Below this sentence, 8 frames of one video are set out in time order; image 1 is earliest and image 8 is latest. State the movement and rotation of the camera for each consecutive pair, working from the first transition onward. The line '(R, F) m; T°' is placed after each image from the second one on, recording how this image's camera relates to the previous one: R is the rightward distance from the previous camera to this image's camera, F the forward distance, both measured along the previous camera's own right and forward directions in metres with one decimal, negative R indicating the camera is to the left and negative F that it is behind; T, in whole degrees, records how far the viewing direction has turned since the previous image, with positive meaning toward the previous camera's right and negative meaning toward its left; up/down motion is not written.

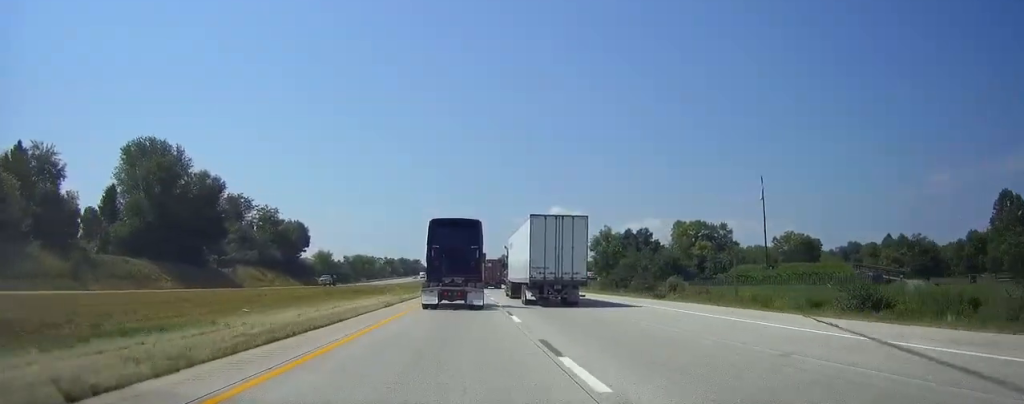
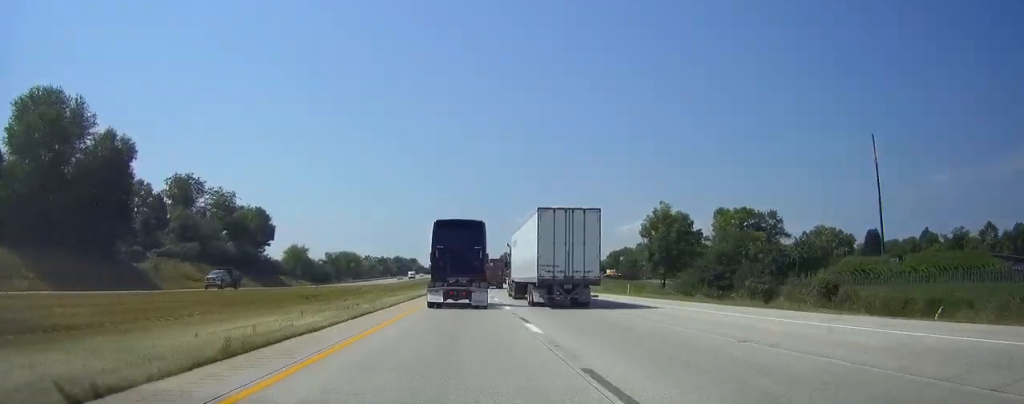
(0.0, +28.6) m; 0°
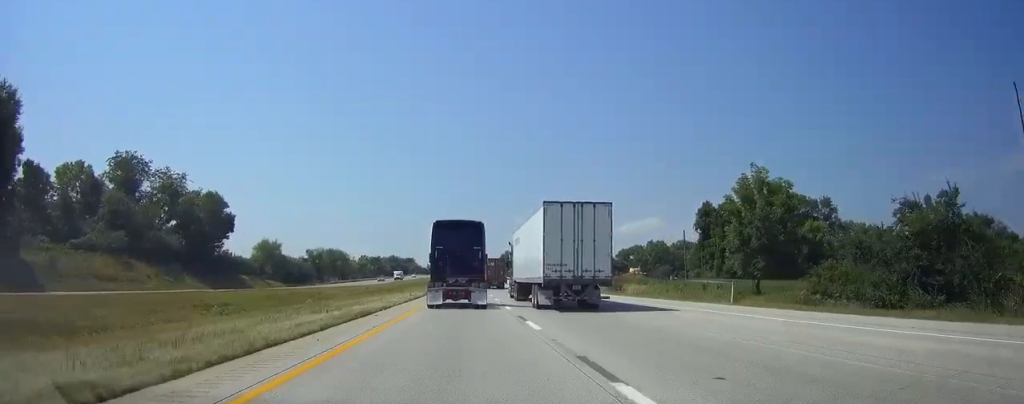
(0.0, +22.8) m; 0°
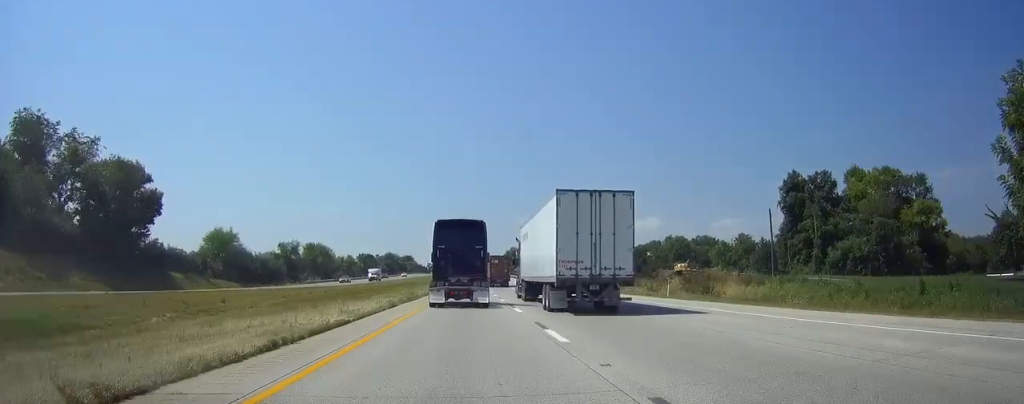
(0.0, +27.9) m; 0°
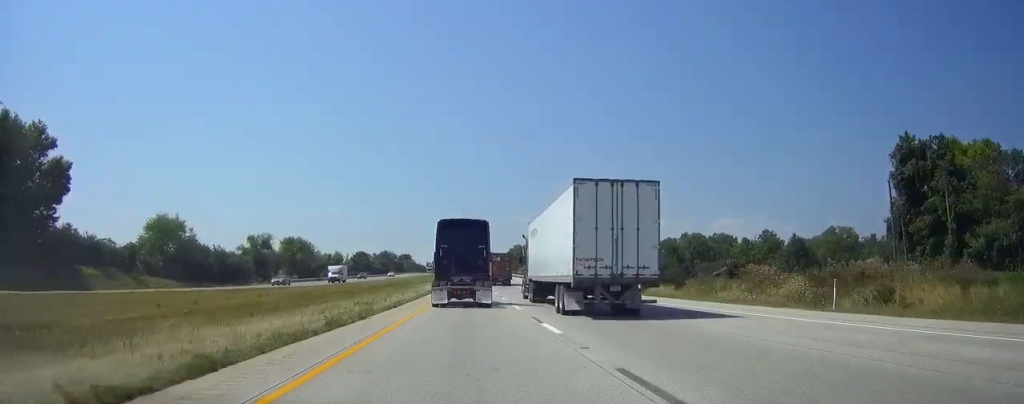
(0.0, +22.0) m; 0°
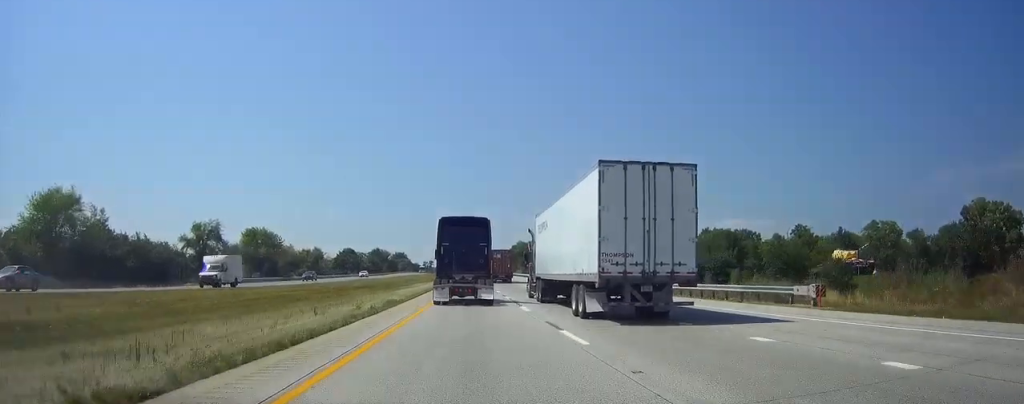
(0.0, +27.2) m; 0°
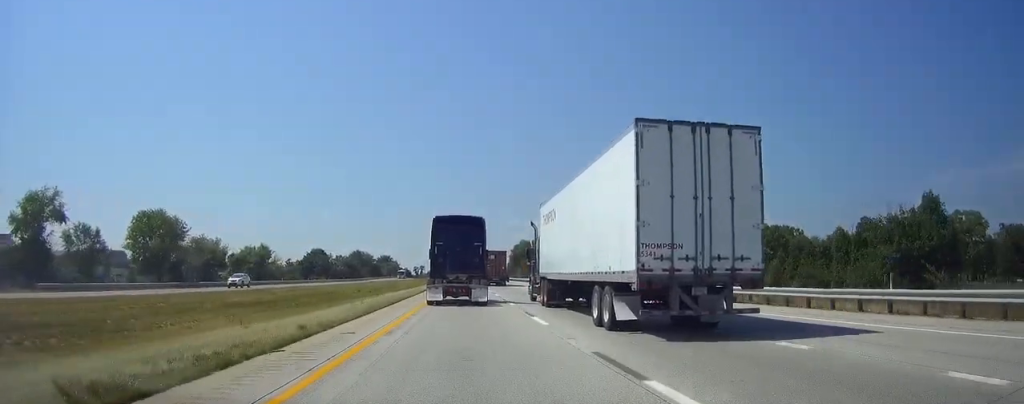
(-0.2, +44.2) m; 0°
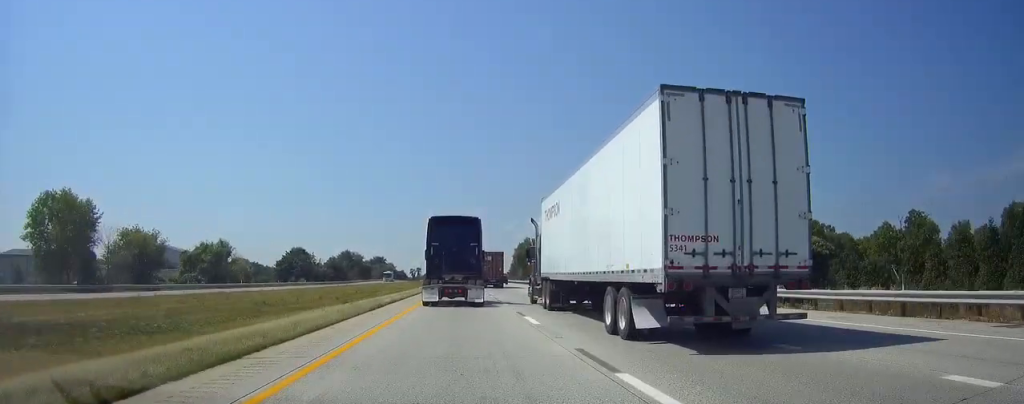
(0.0, +24.0) m; 0°
